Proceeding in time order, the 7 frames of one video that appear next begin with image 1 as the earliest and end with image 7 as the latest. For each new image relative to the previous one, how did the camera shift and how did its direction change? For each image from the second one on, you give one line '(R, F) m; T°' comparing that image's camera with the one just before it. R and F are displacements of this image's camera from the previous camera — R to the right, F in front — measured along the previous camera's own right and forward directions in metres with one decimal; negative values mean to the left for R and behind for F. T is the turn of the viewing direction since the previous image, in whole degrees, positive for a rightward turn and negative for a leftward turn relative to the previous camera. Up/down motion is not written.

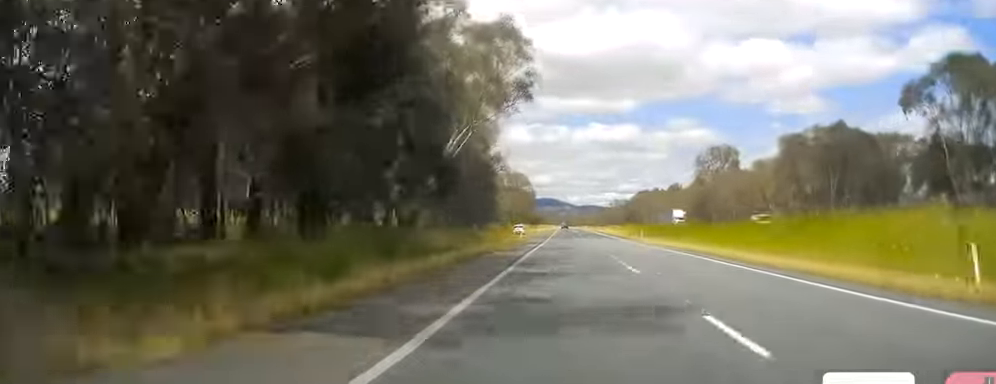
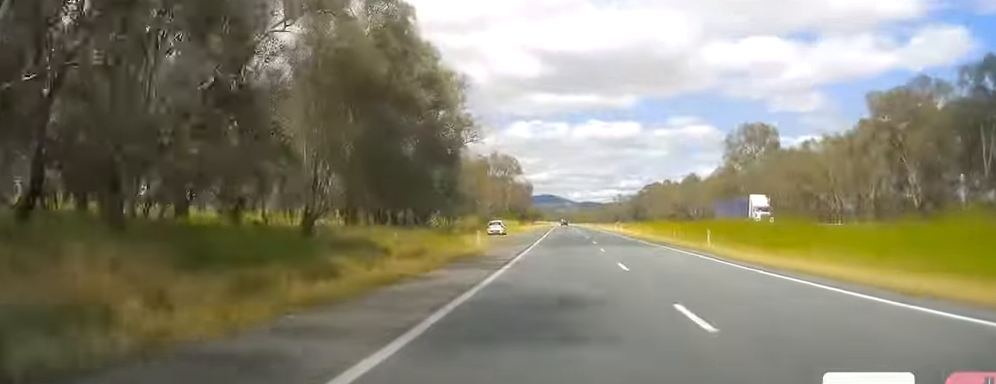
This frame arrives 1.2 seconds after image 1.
(-0.6, +34.1) m; 0°
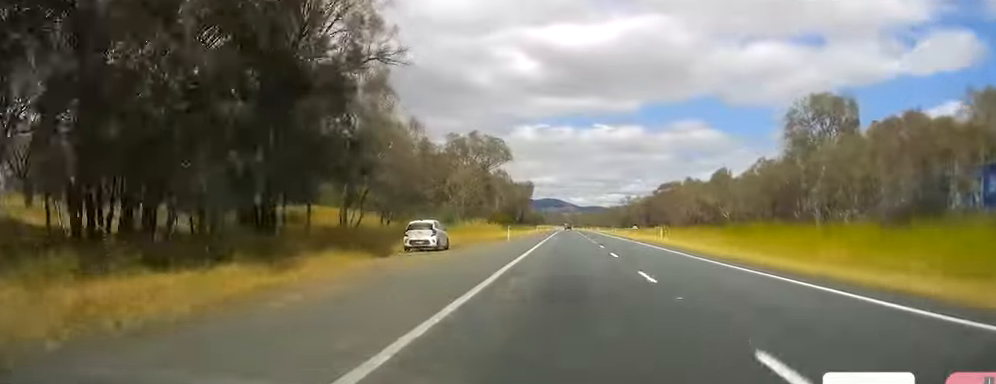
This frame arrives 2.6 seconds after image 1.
(+0.9, +38.9) m; +1°
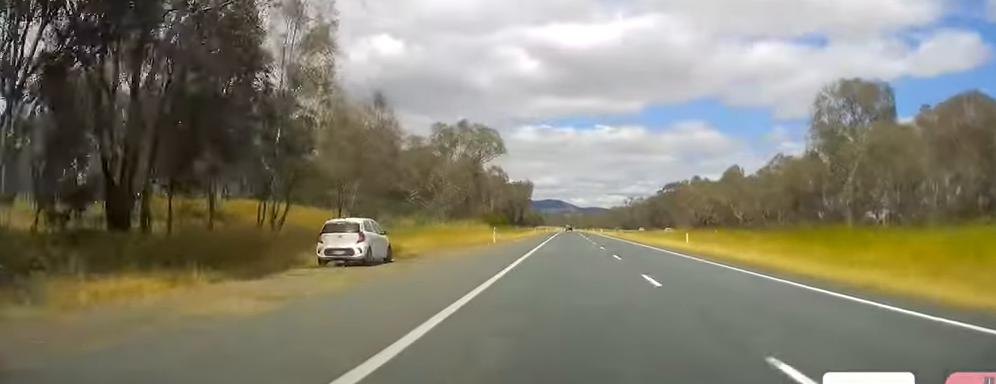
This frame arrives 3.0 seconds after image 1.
(0.0, +12.3) m; -1°
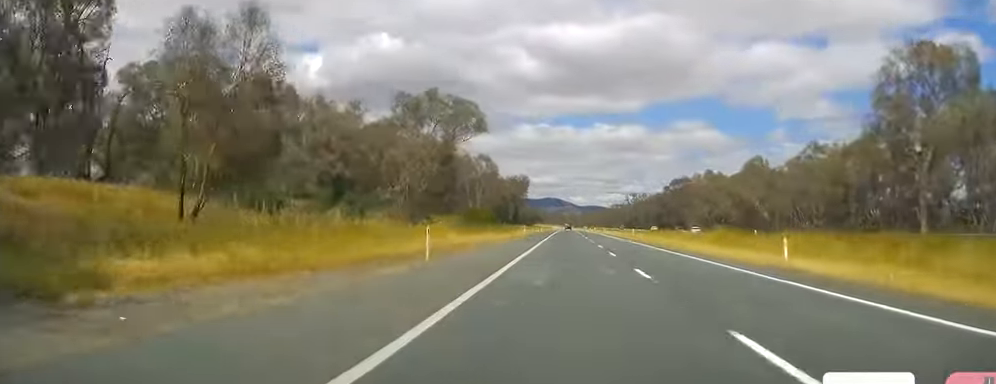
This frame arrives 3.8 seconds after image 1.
(-0.2, +21.8) m; 0°
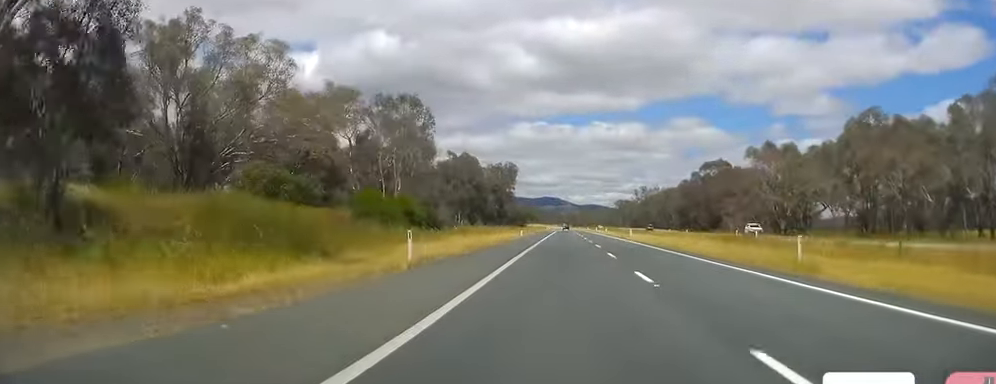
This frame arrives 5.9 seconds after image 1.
(+0.5, +60.9) m; +1°
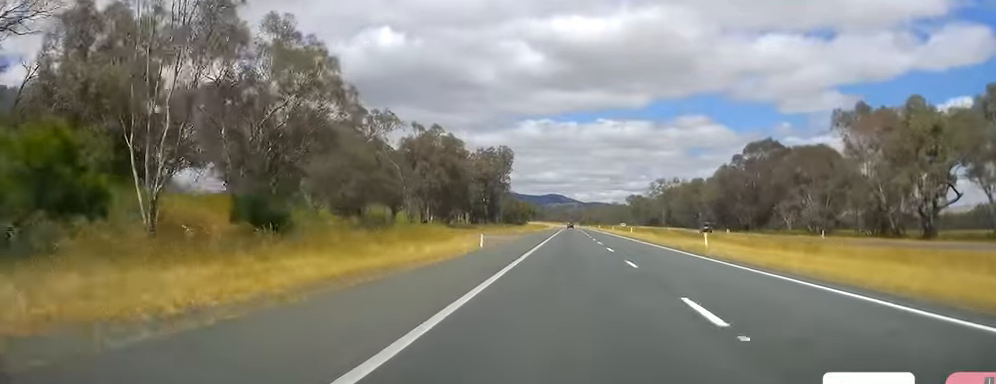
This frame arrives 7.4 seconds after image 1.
(+0.1, +43.2) m; -2°
